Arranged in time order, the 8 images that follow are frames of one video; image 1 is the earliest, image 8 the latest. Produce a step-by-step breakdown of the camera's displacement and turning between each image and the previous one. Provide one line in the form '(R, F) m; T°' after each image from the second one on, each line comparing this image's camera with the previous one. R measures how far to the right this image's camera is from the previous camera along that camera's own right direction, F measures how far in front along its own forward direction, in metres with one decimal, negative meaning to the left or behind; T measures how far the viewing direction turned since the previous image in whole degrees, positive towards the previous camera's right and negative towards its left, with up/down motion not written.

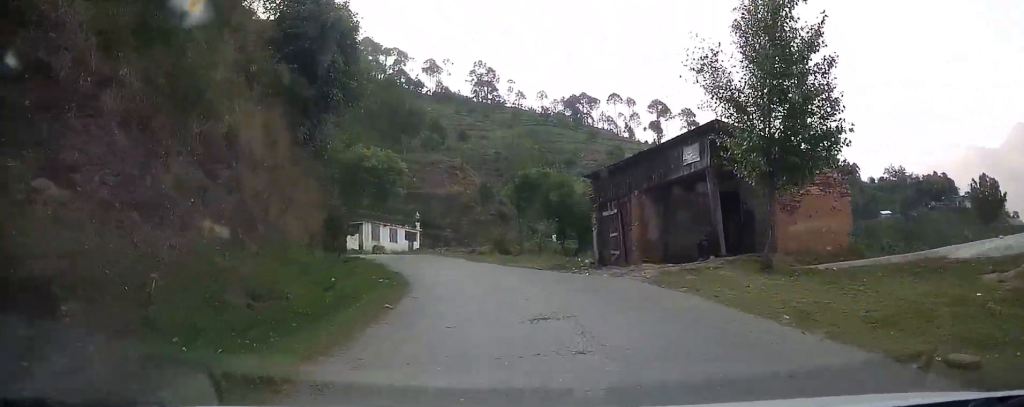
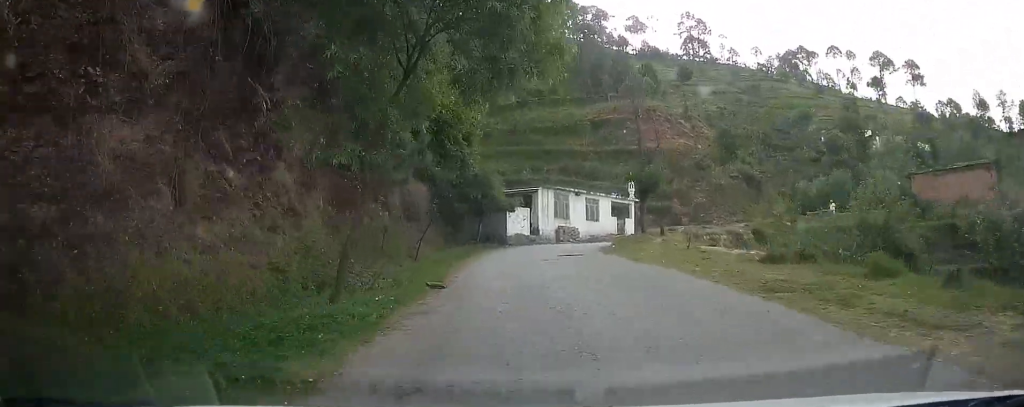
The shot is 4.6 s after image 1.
(-3.1, +23.0) m; -15°
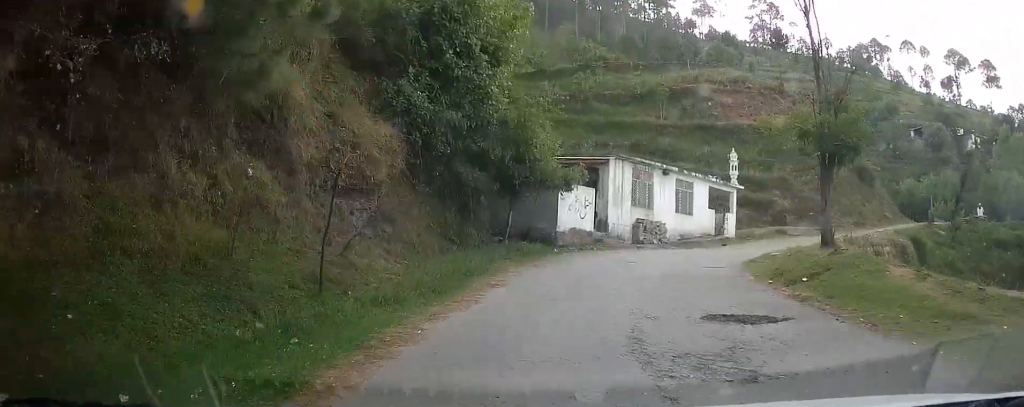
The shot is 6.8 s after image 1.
(-1.0, +15.0) m; -5°
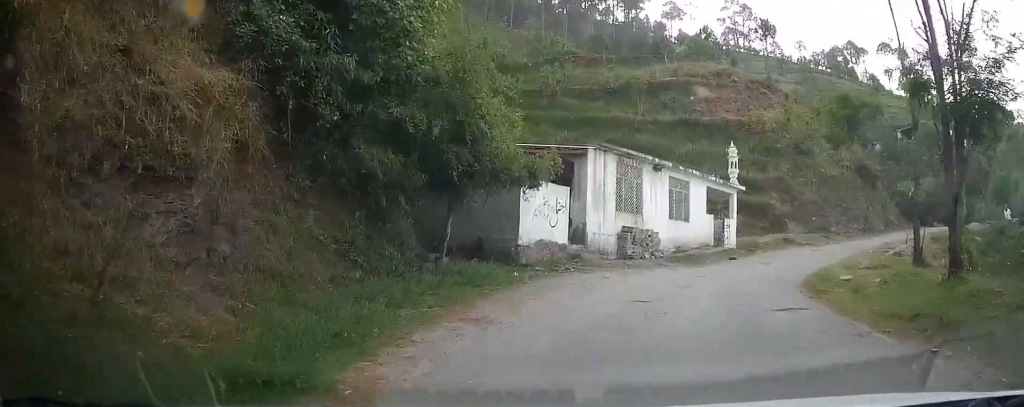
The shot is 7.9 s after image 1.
(-0.1, +7.9) m; +3°
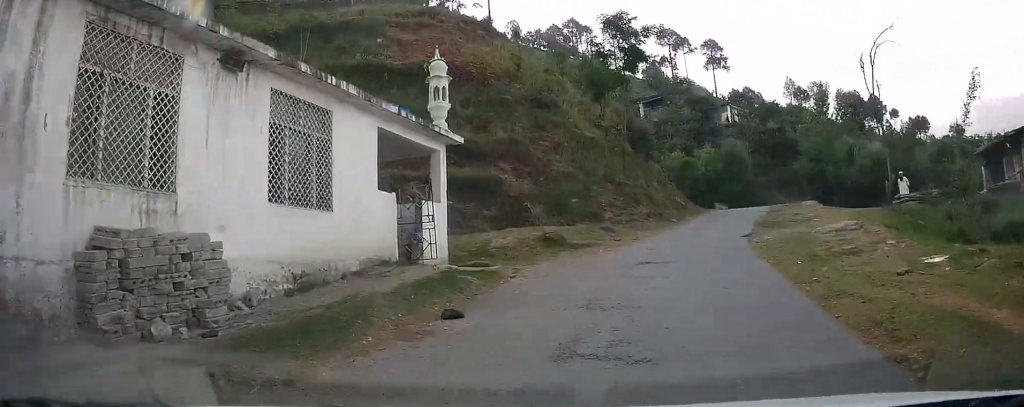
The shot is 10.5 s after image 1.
(+2.8, +18.1) m; +23°
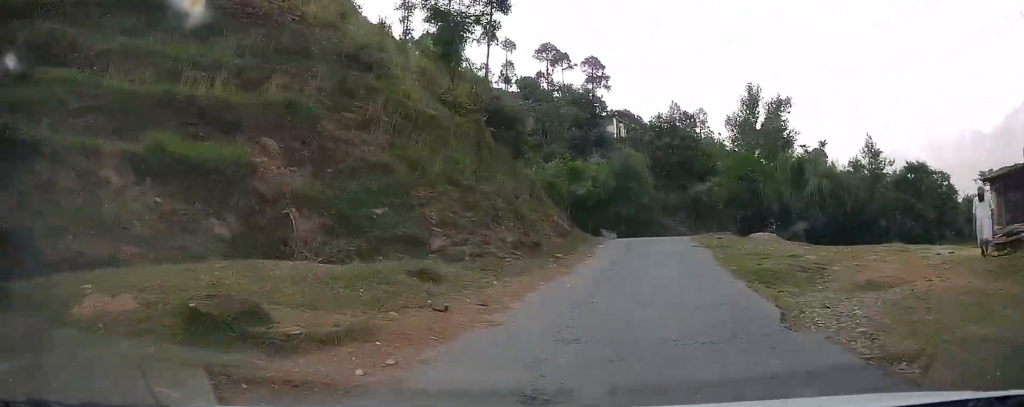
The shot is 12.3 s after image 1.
(+2.2, +12.4) m; +15°
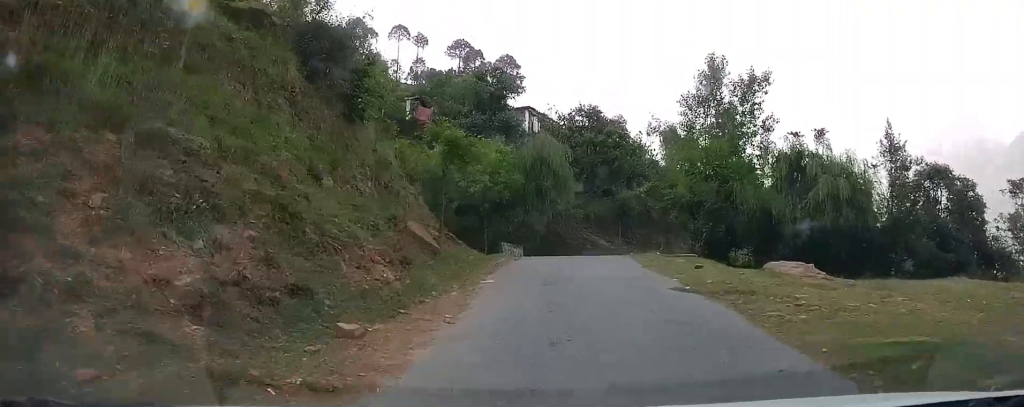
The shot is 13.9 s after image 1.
(+0.9, +11.2) m; +8°
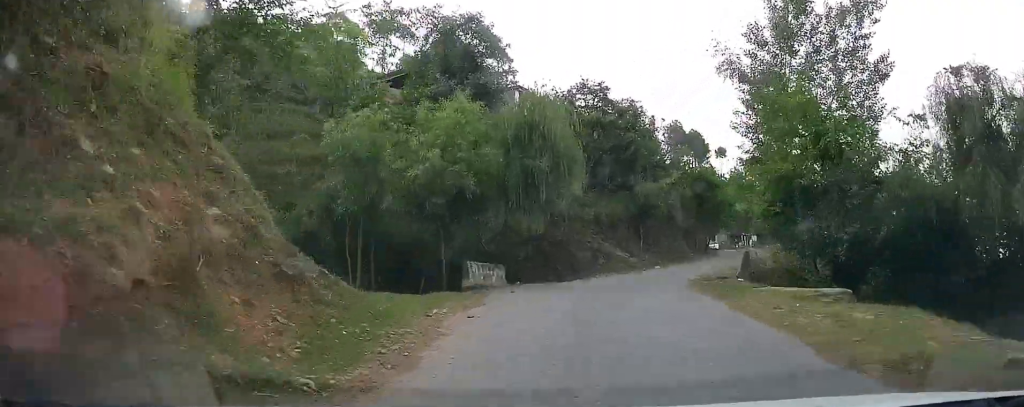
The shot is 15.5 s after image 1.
(+0.6, +11.8) m; +6°
